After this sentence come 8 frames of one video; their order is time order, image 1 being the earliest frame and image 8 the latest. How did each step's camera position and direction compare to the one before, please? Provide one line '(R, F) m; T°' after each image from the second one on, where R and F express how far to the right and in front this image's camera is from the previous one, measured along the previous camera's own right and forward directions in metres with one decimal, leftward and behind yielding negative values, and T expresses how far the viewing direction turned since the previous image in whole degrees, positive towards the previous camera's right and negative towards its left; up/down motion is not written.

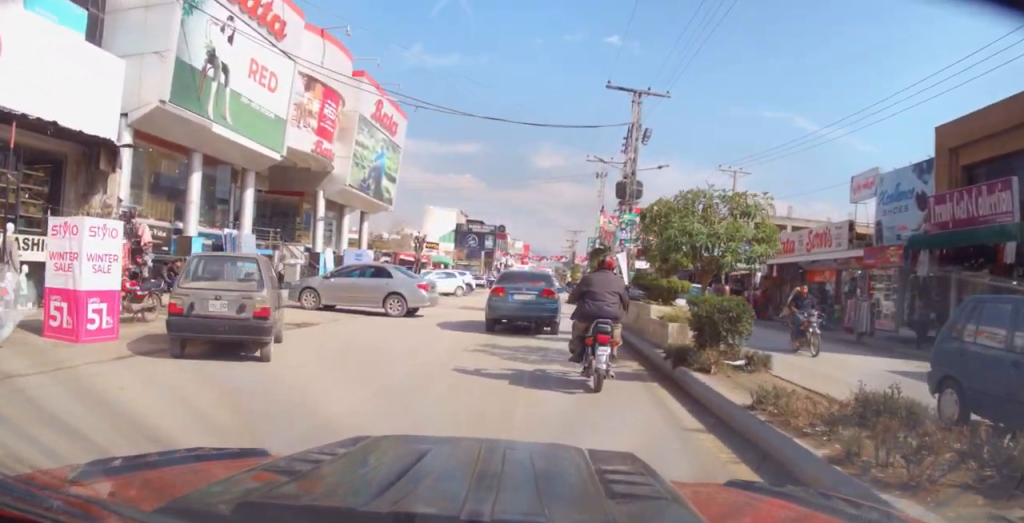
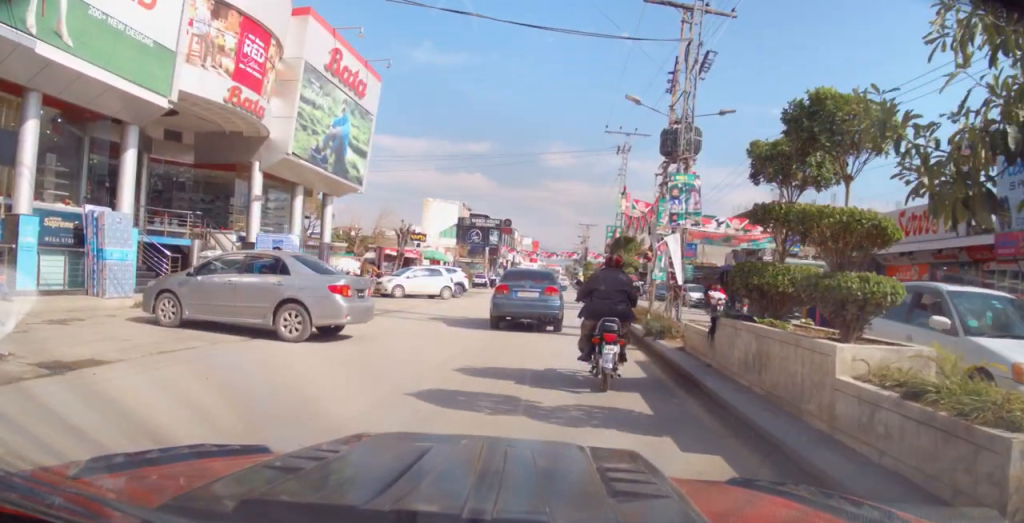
(0.0, +7.9) m; 0°
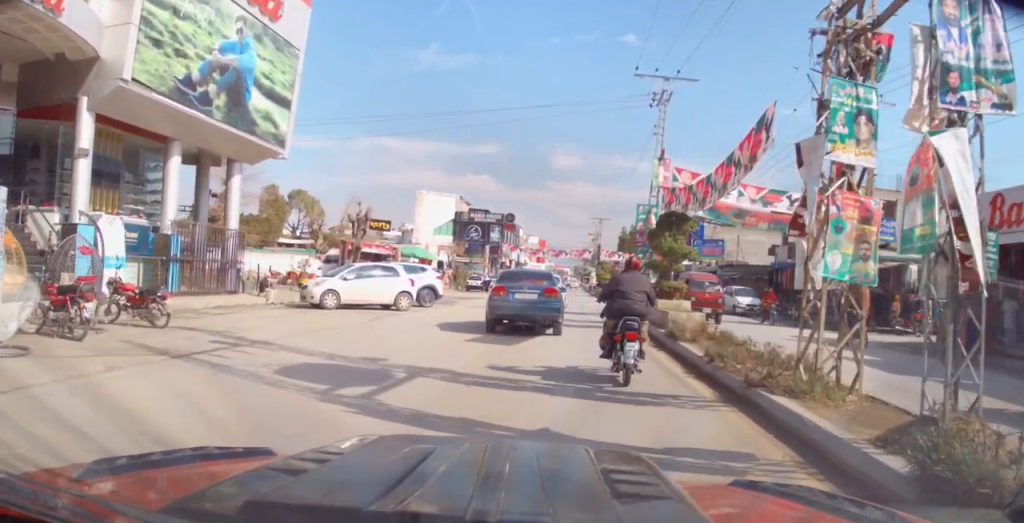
(+0.2, +9.7) m; +4°
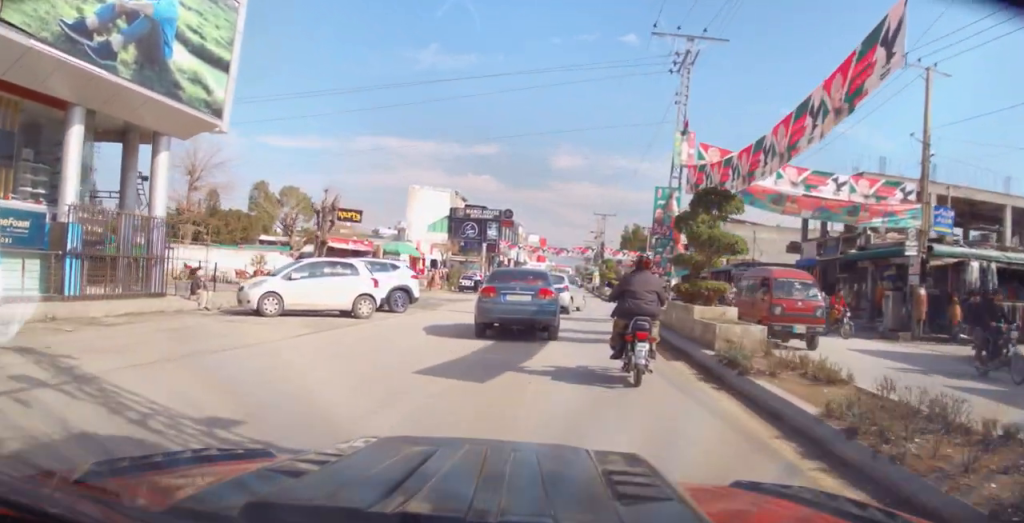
(+0.1, +4.2) m; 0°
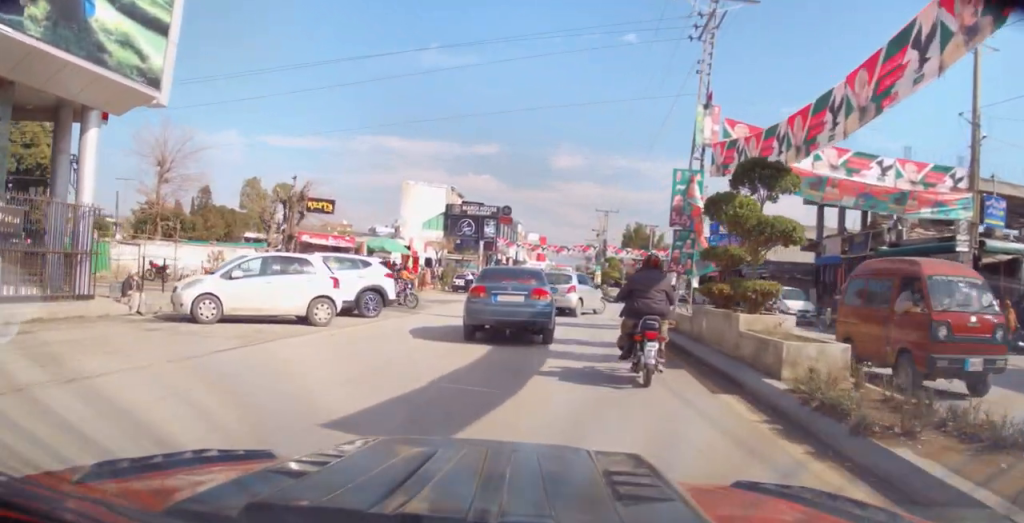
(+0.1, +3.0) m; -1°
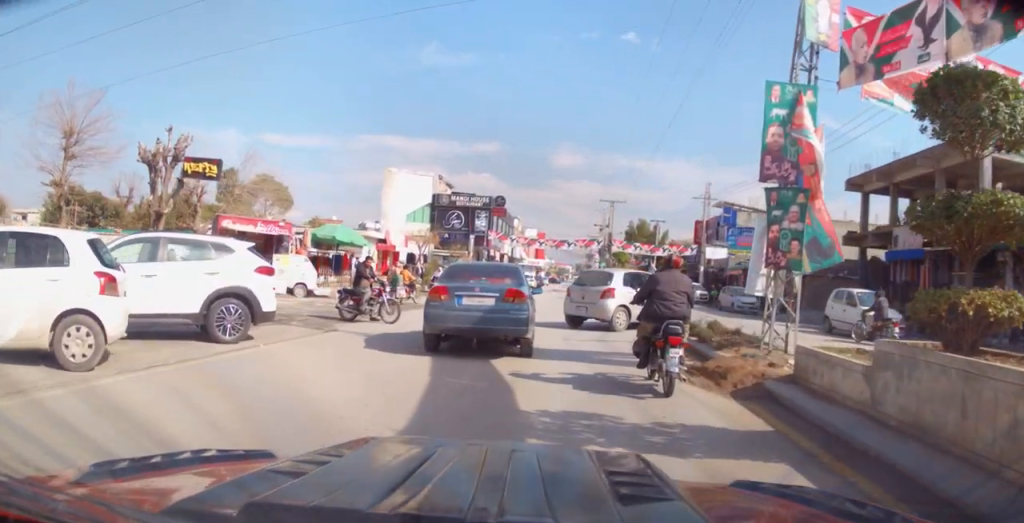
(-0.5, +7.8) m; -5°
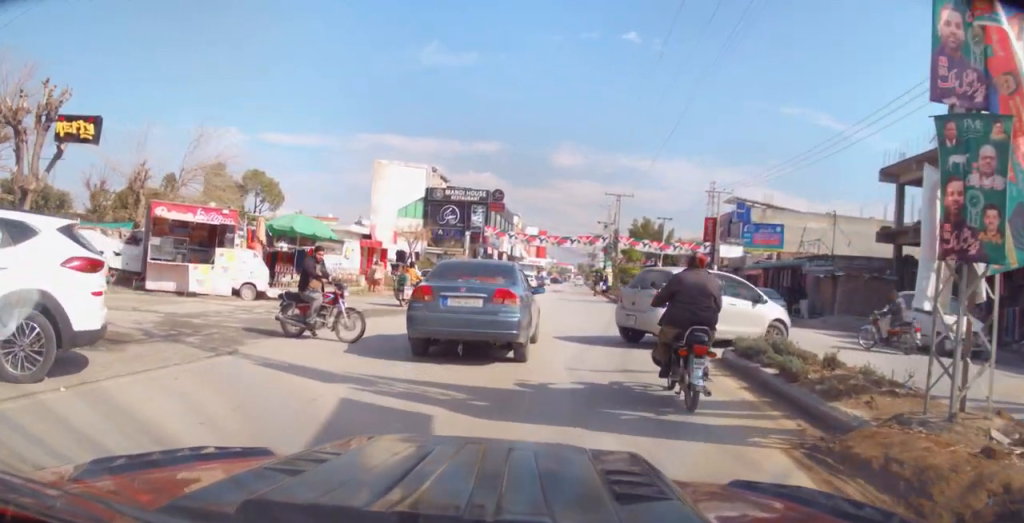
(-0.1, +4.7) m; -1°
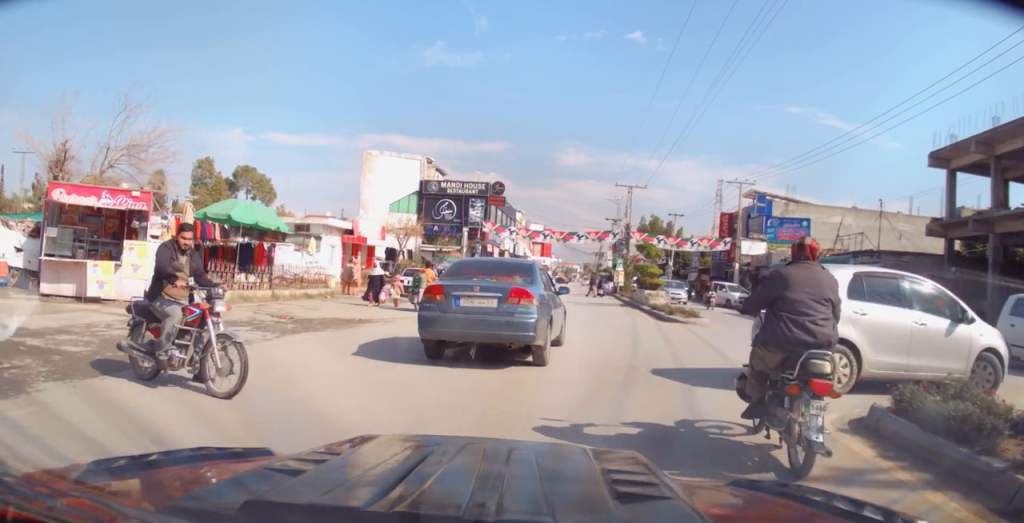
(0.0, +5.1) m; +3°
